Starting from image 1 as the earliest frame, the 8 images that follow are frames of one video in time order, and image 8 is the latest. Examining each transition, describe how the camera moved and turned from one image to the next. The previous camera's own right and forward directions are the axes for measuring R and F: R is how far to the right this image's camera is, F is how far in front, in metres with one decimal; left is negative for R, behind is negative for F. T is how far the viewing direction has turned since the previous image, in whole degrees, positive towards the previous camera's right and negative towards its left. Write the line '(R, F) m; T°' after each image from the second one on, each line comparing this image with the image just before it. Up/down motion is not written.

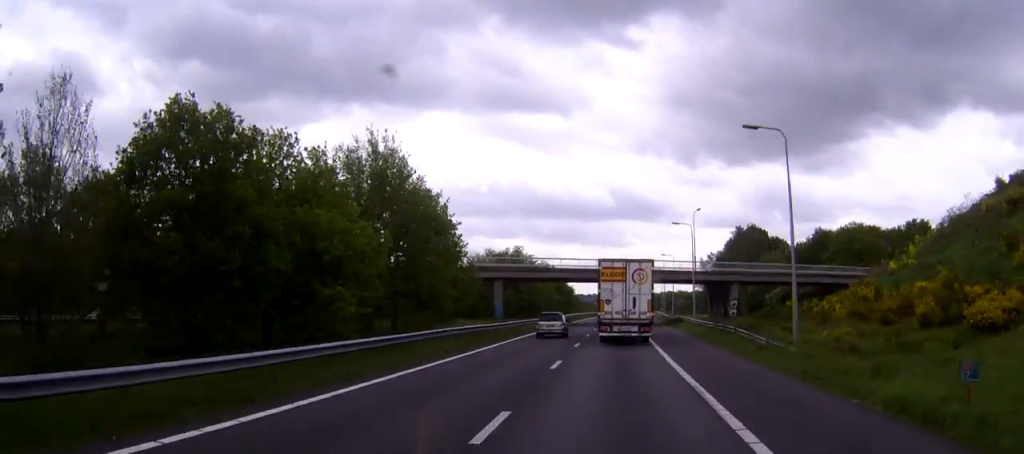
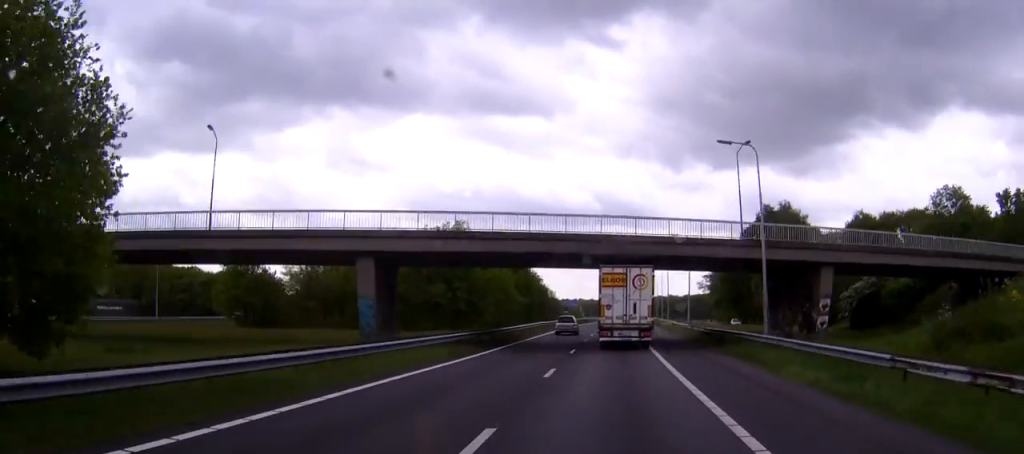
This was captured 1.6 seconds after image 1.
(+0.1, +37.3) m; +1°
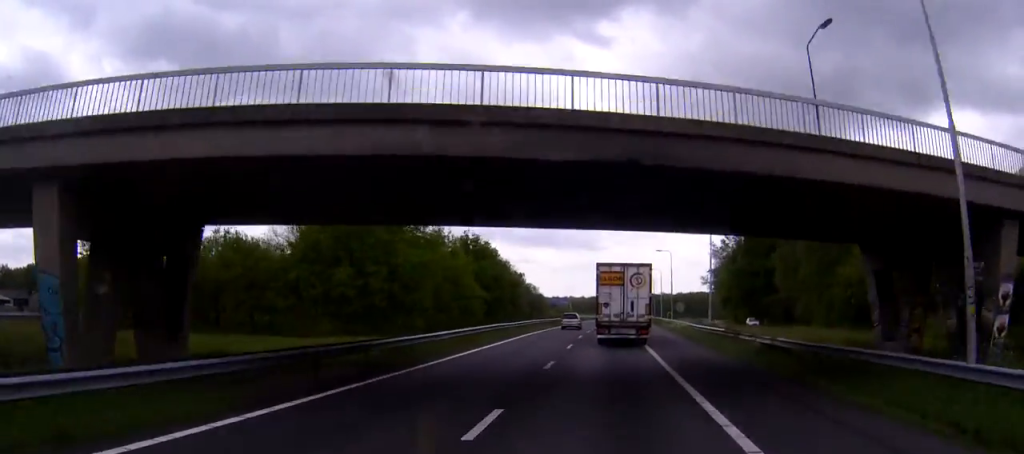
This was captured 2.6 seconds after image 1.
(+0.1, +21.9) m; +1°
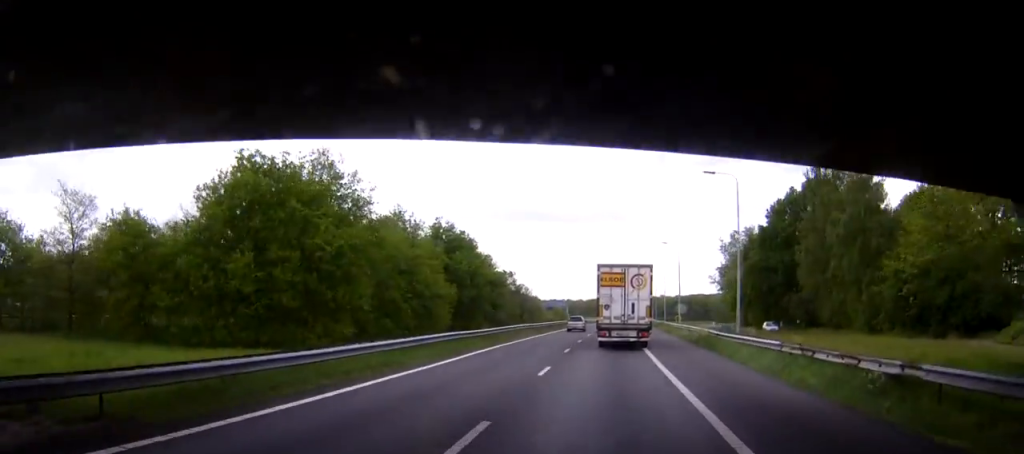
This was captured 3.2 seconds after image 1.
(0.0, +12.8) m; +1°
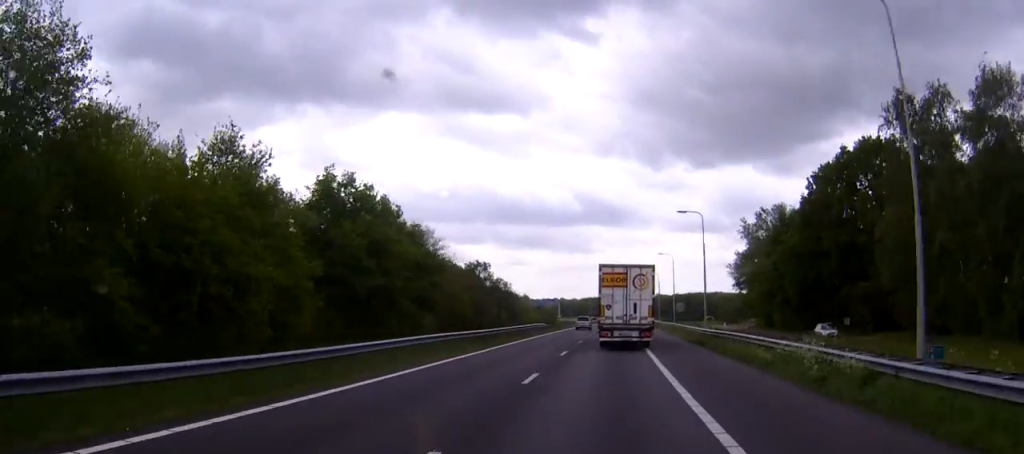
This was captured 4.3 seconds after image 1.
(+0.3, +26.4) m; +1°
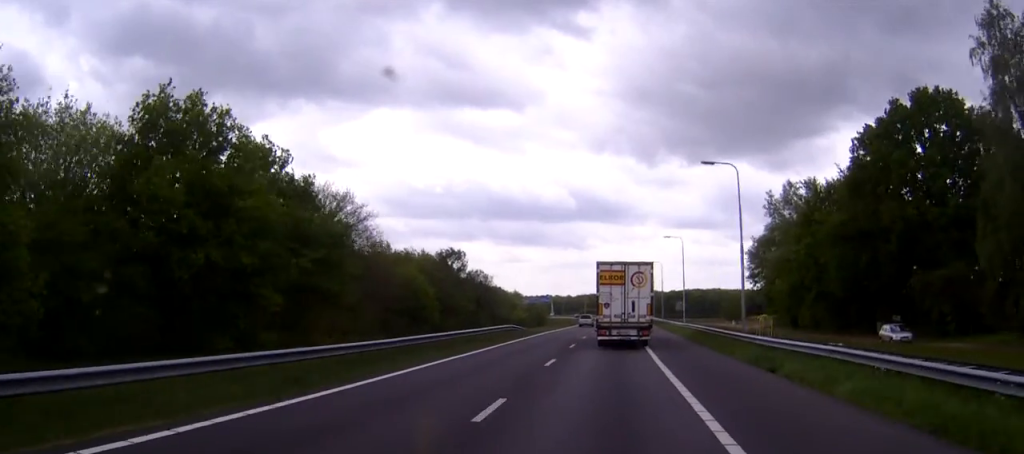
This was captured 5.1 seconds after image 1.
(0.0, +18.2) m; 0°
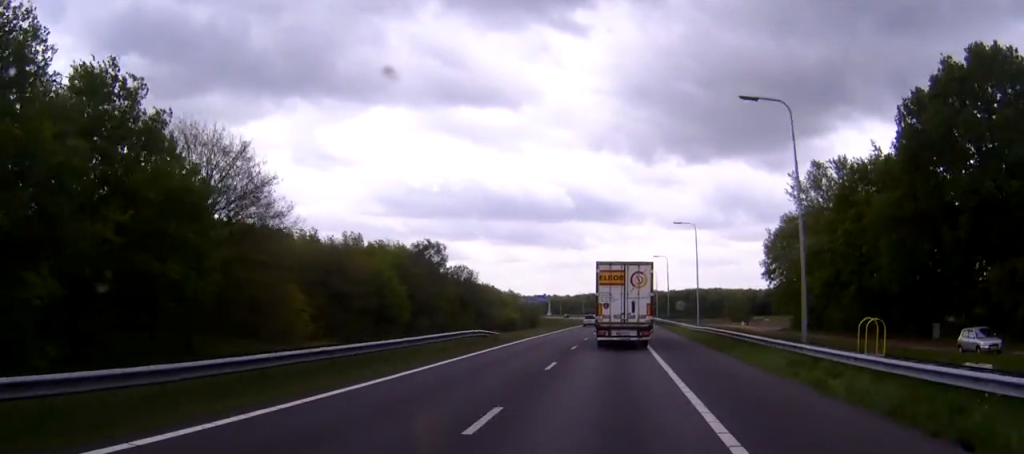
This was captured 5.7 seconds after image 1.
(0.0, +13.0) m; 0°
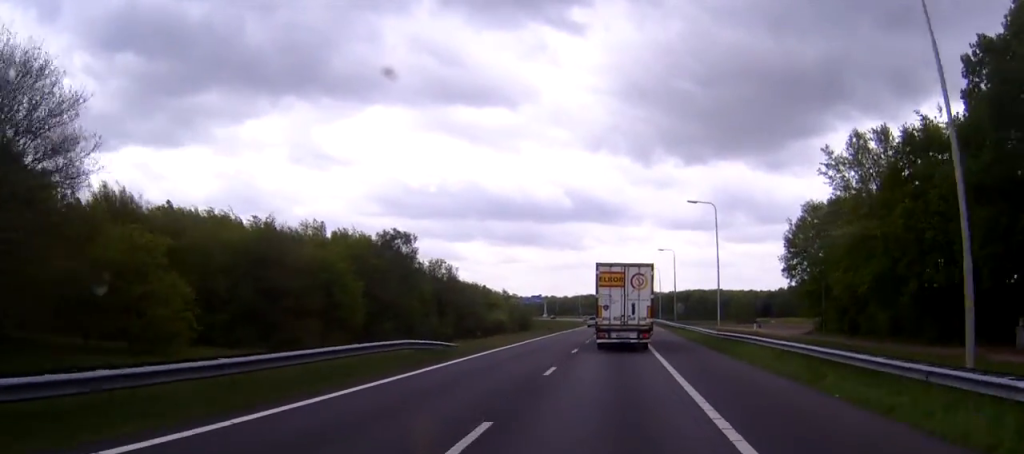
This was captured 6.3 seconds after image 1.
(0.0, +13.7) m; 0°
